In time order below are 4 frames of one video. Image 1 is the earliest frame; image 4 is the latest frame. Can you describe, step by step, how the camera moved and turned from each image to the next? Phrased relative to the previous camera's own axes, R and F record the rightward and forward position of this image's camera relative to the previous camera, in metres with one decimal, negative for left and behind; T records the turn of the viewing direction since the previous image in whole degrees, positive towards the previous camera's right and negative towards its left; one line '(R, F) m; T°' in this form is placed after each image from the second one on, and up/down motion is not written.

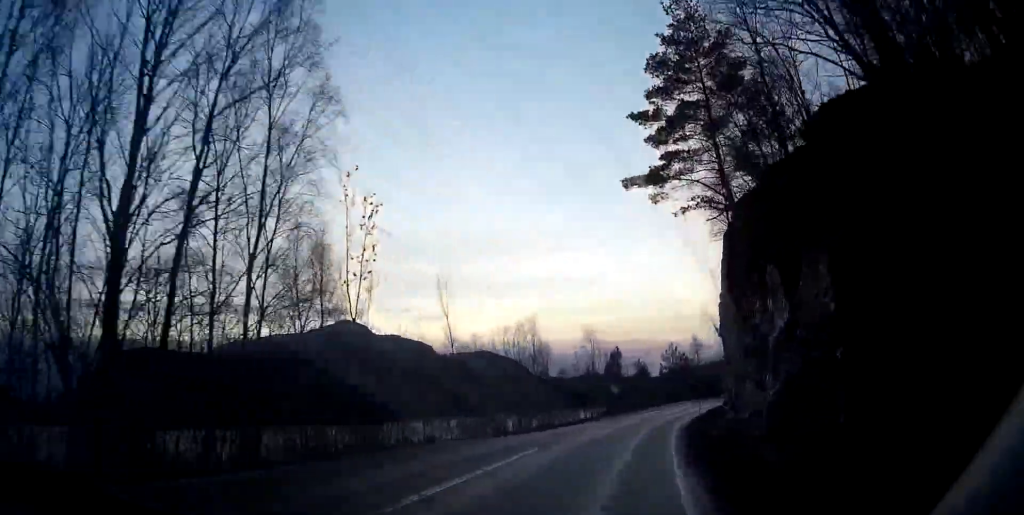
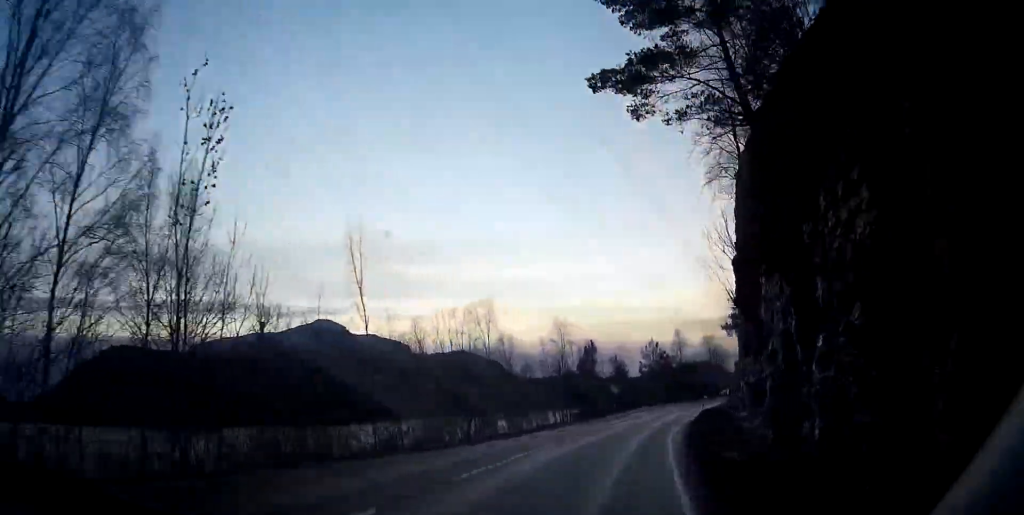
(+0.4, +9.9) m; +2°
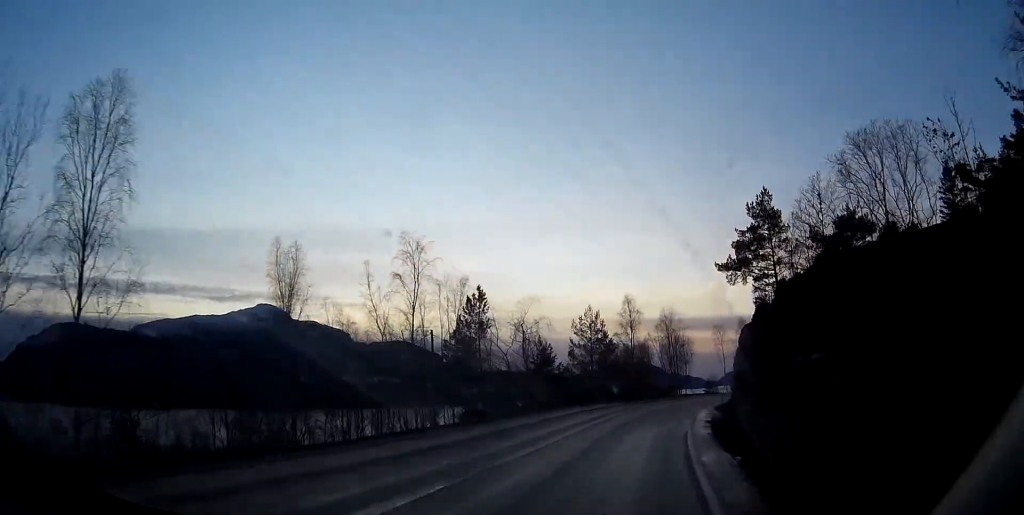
(+0.8, +34.7) m; +4°
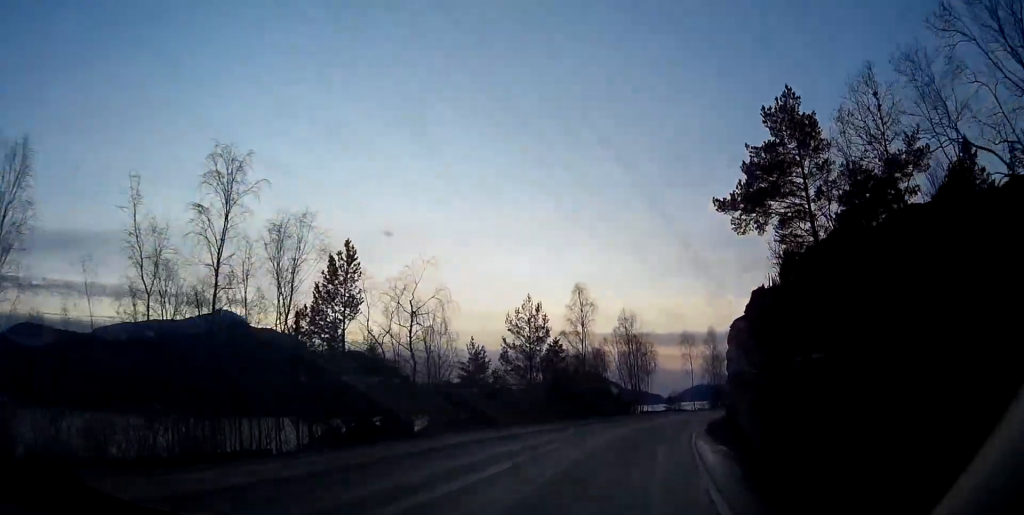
(+0.5, +15.9) m; +4°
